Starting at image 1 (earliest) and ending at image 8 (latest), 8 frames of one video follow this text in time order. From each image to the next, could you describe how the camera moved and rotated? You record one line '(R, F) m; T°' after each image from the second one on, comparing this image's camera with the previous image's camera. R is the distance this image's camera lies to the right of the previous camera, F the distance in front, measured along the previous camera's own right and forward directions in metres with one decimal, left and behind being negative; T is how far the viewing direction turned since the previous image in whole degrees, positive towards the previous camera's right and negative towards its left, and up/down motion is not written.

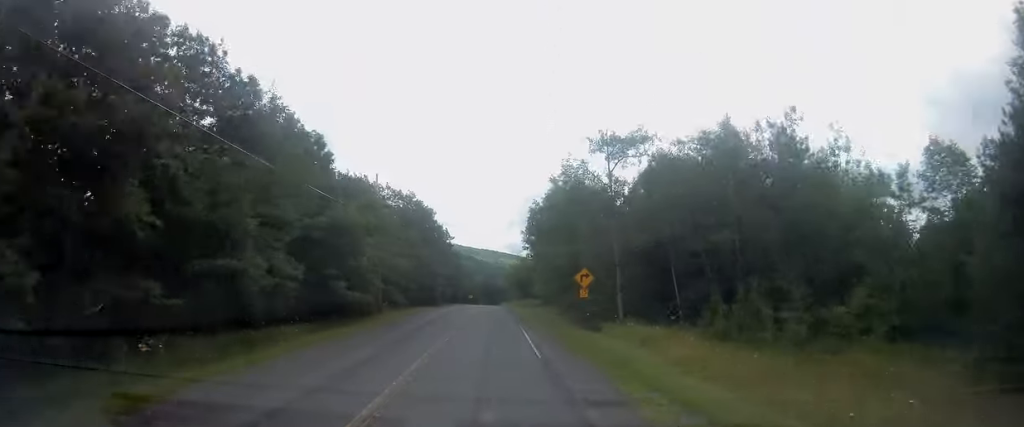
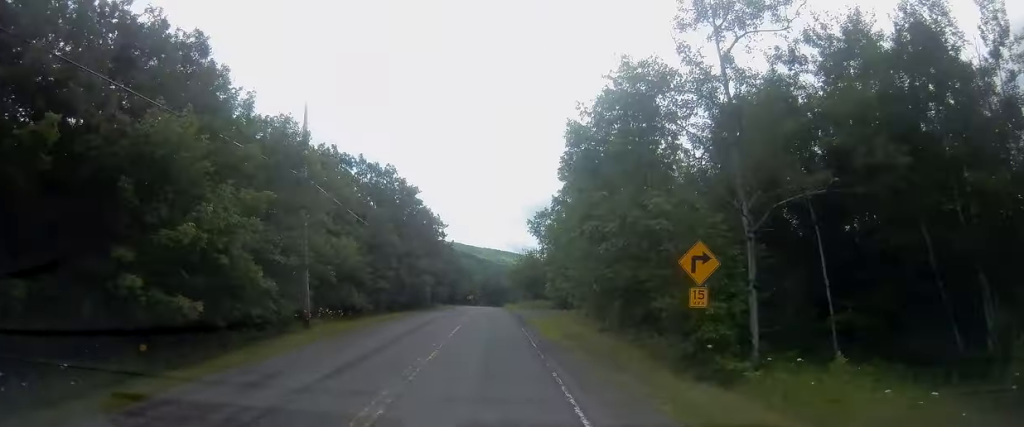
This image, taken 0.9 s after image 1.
(0.0, +17.7) m; 0°
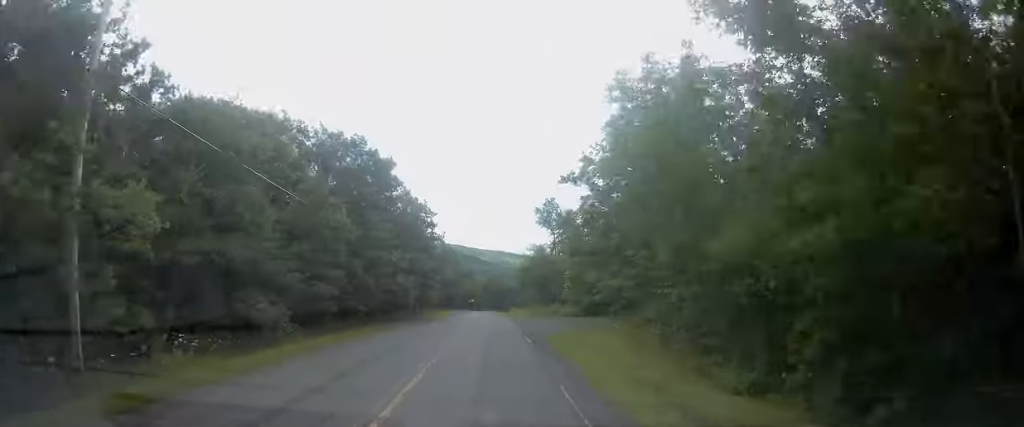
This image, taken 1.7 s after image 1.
(-0.1, +16.3) m; 0°
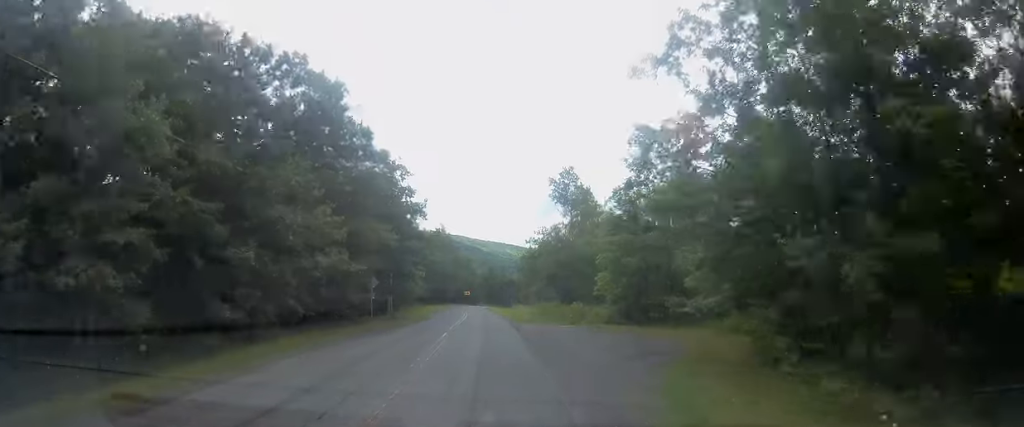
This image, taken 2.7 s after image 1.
(0.0, +18.2) m; -1°
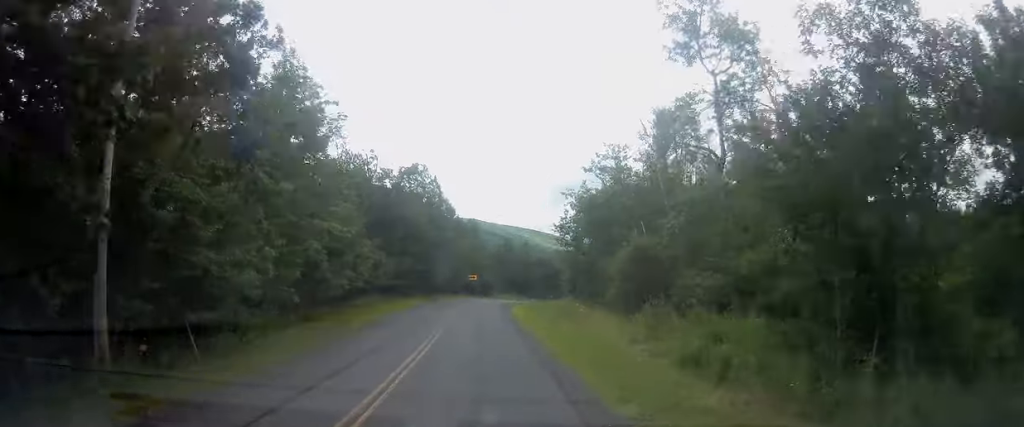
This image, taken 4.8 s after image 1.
(-0.8, +41.7) m; -2°
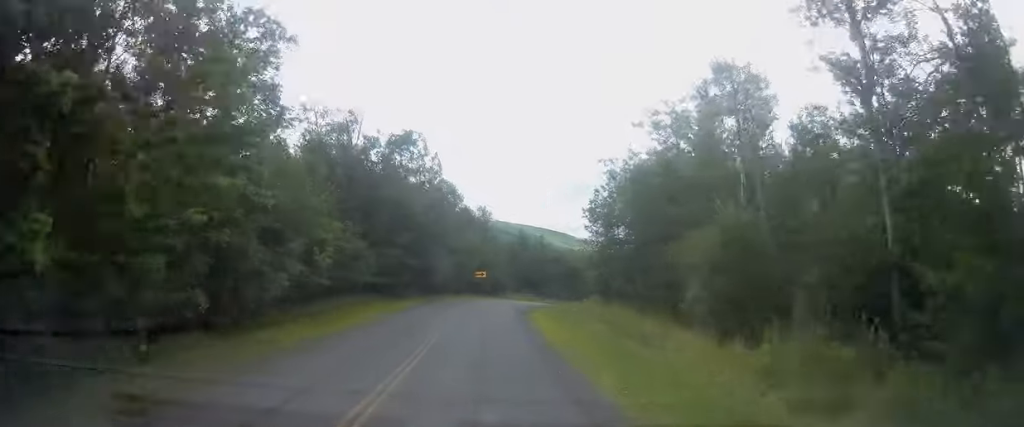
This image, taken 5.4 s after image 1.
(0.0, +10.7) m; 0°
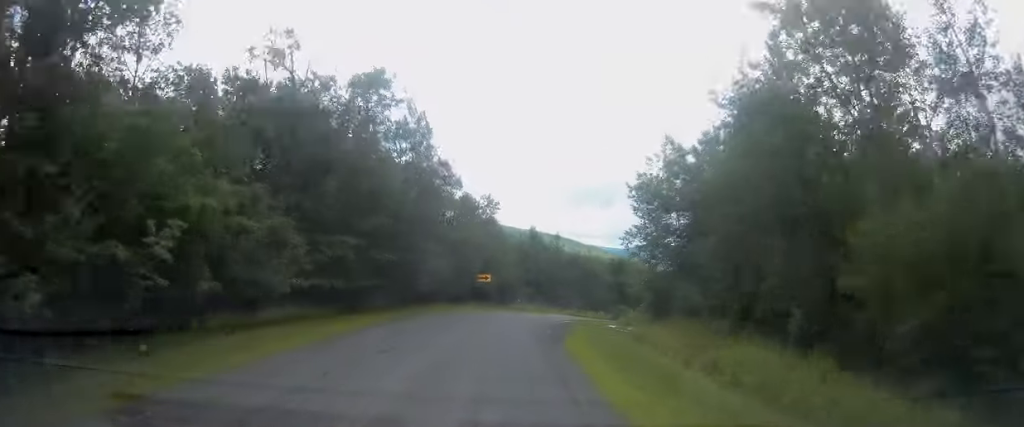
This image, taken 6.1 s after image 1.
(0.0, +13.6) m; 0°
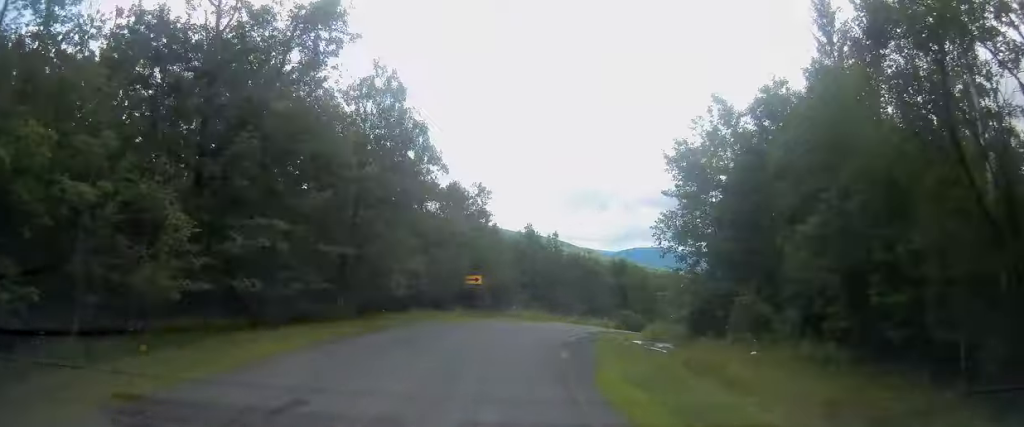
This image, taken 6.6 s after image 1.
(0.0, +8.3) m; +1°
